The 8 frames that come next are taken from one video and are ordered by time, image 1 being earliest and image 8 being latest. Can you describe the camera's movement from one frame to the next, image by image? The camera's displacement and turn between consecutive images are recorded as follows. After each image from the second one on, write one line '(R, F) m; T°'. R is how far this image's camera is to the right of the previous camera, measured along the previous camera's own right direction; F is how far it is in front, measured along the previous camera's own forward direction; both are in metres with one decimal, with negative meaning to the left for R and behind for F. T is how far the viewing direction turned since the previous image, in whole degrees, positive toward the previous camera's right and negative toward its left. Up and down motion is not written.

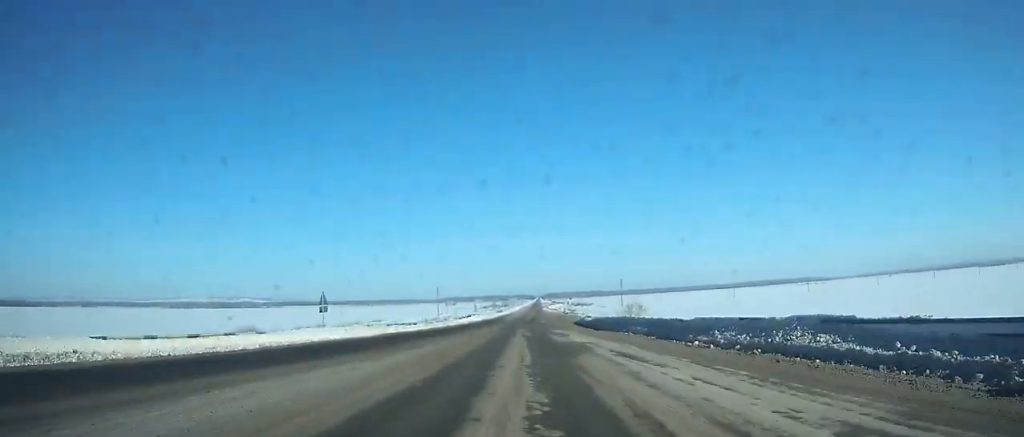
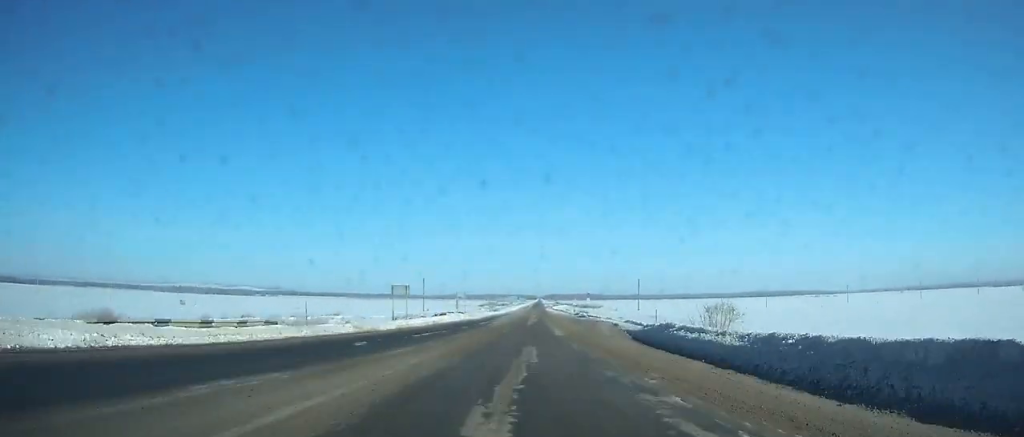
(-0.1, +39.1) m; 0°
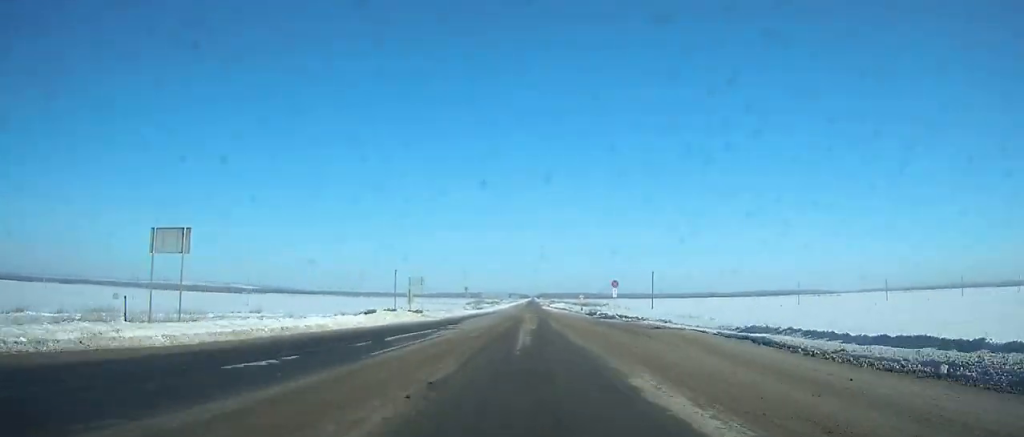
(-0.1, +37.7) m; 0°
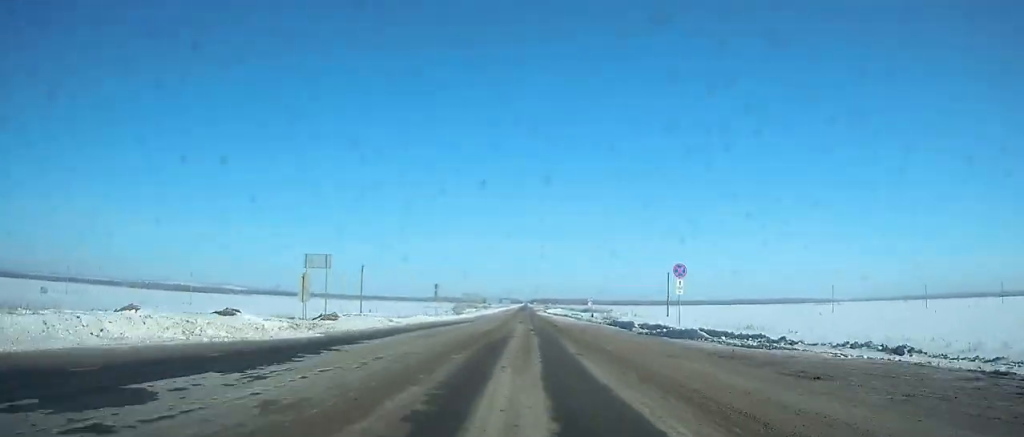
(+0.3, +31.0) m; 0°
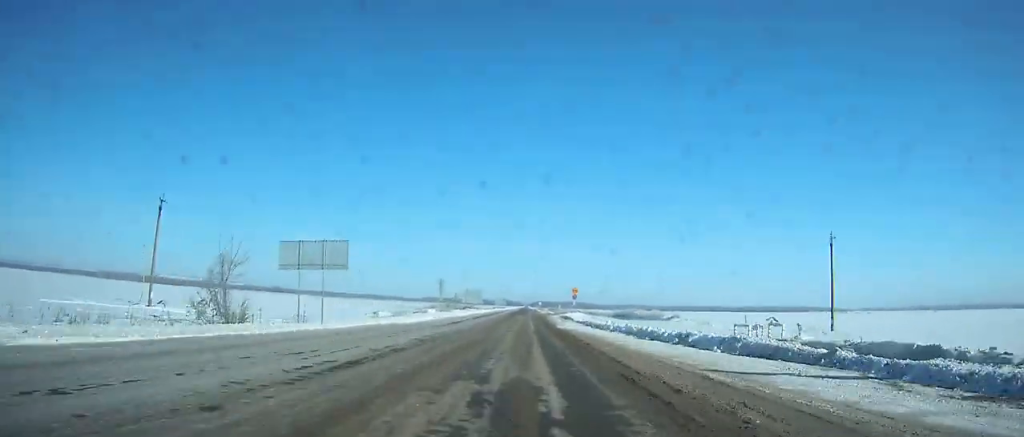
(+0.5, +91.1) m; 0°
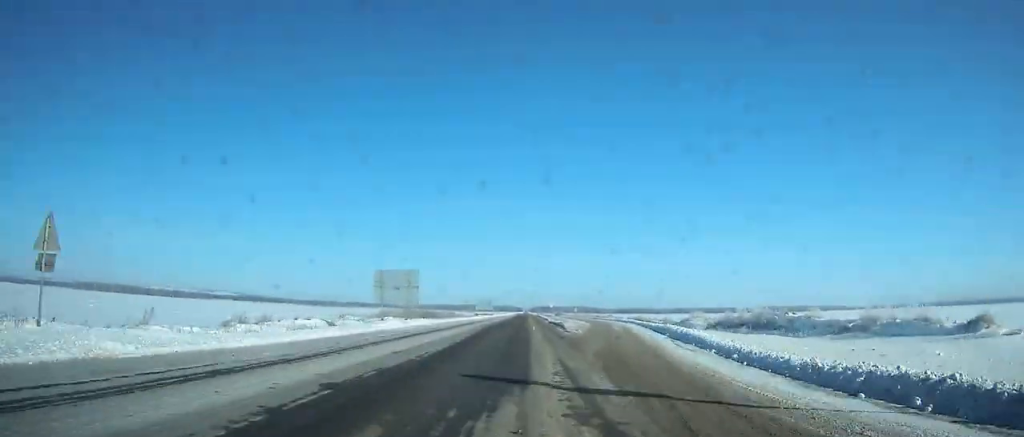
(-0.2, +85.1) m; 0°
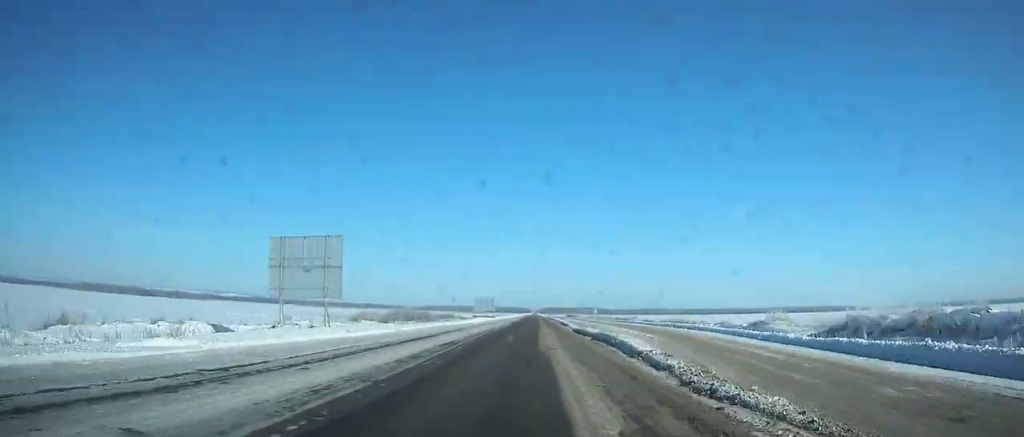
(0.0, +27.5) m; 0°
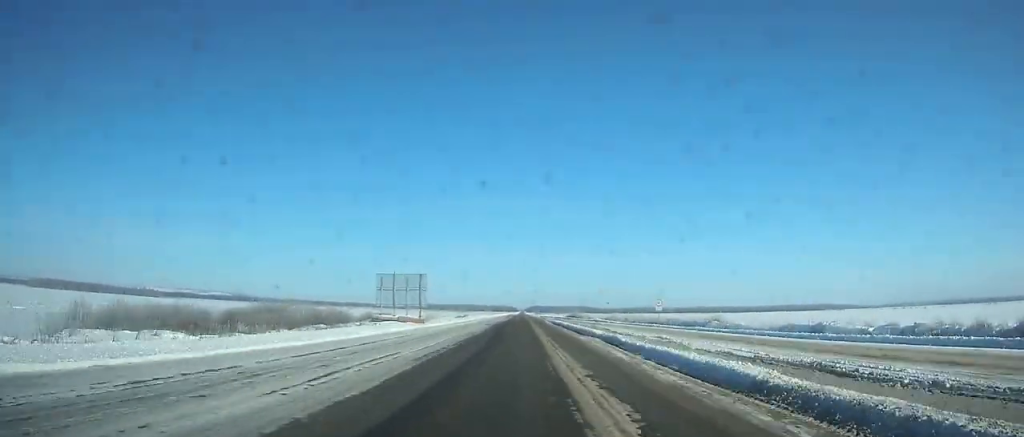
(+0.1, +76.3) m; 0°
